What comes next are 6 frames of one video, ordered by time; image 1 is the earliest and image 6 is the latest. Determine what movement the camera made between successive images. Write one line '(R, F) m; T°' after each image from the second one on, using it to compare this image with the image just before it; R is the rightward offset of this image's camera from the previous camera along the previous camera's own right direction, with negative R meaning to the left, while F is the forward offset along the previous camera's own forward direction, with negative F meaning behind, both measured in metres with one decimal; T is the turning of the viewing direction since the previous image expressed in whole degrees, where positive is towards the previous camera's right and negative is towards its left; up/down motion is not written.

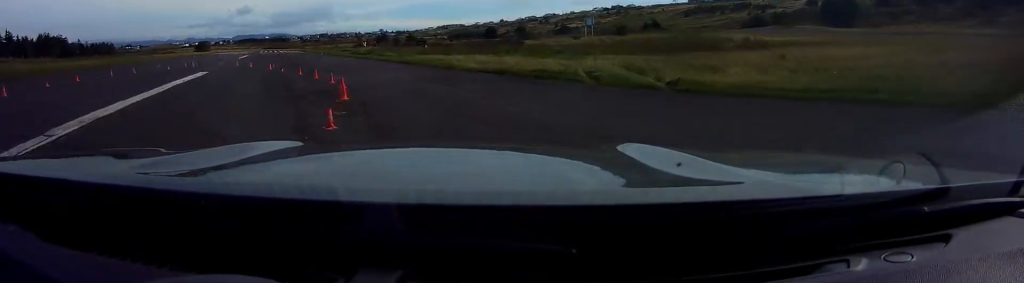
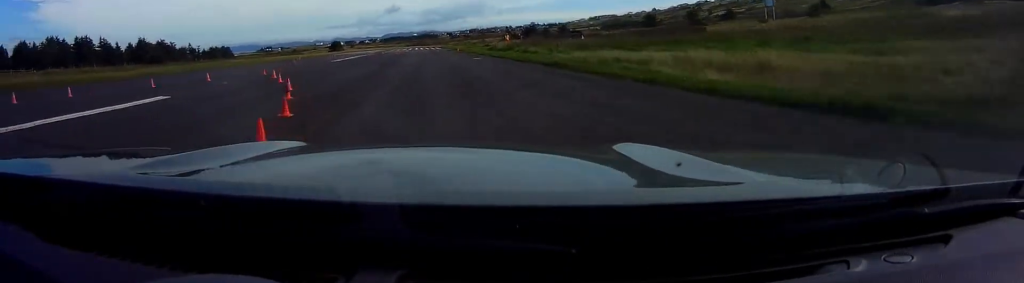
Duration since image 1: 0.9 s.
(+0.1, +13.6) m; -4°
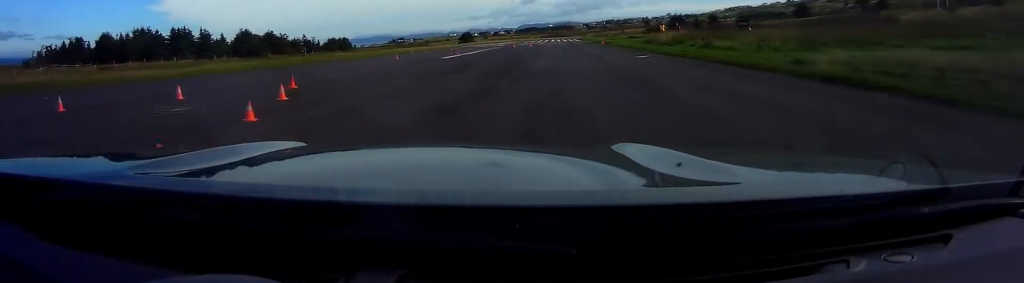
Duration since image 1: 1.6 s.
(-0.6, +10.1) m; -5°
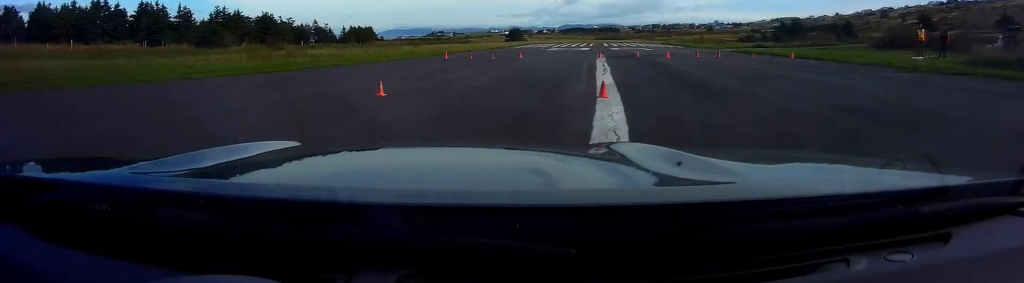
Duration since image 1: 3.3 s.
(-2.5, +26.1) m; -8°
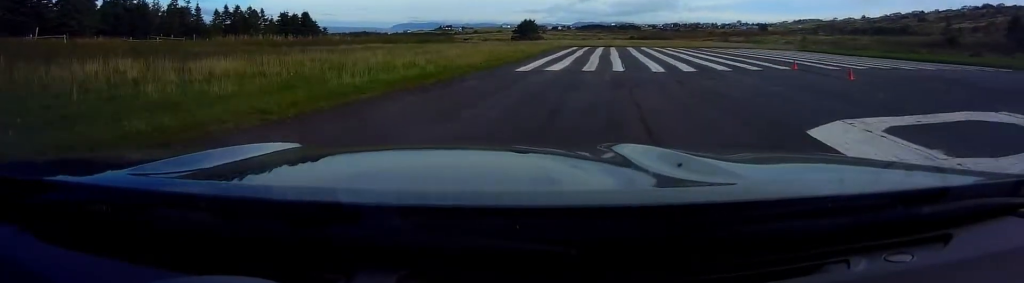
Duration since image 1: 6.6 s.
(-2.1, +48.3) m; +3°
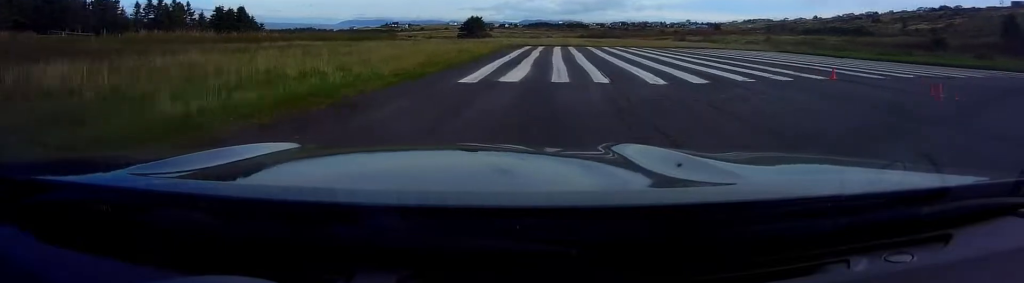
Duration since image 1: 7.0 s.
(+0.4, +4.9) m; +6°
